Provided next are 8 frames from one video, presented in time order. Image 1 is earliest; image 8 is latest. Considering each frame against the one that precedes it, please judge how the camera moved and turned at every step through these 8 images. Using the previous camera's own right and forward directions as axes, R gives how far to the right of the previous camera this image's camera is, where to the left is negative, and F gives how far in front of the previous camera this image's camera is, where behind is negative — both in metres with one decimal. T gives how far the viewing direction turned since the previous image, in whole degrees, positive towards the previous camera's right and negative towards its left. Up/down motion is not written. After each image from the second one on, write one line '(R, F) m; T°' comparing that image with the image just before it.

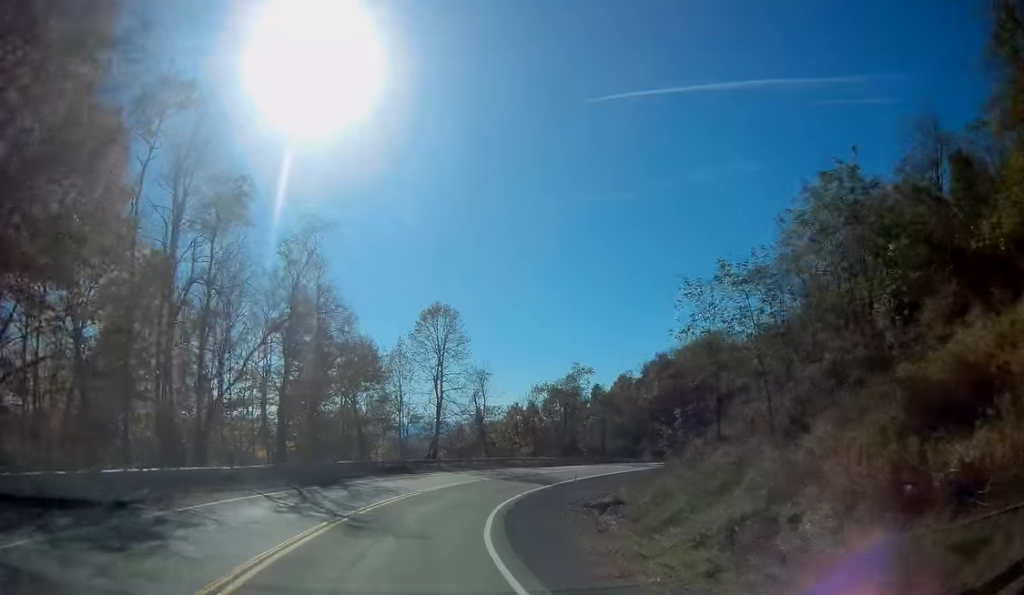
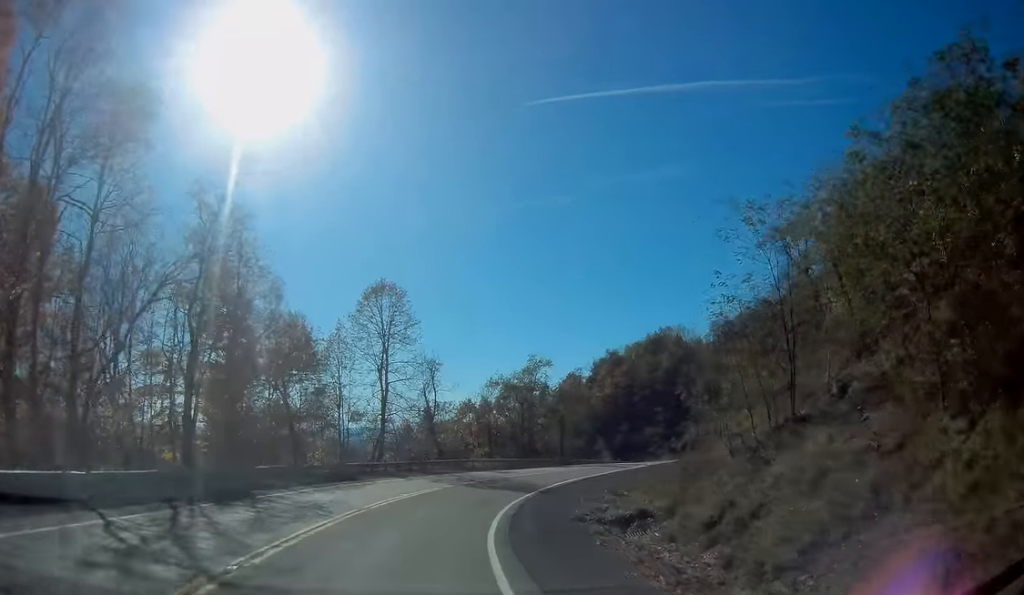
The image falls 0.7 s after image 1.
(+0.6, +10.3) m; +5°
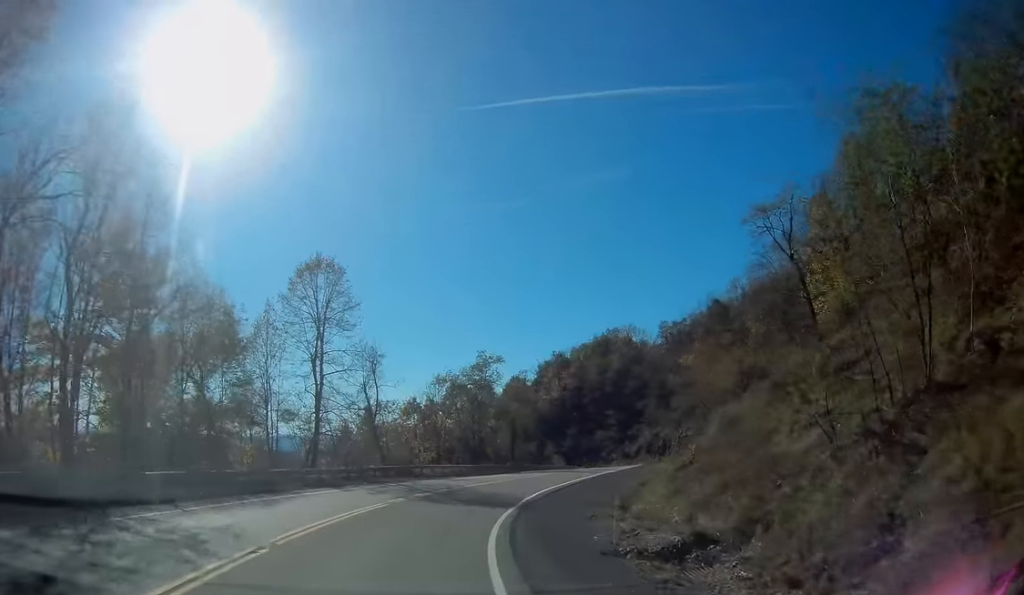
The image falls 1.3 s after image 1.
(+0.4, +8.8) m; +6°
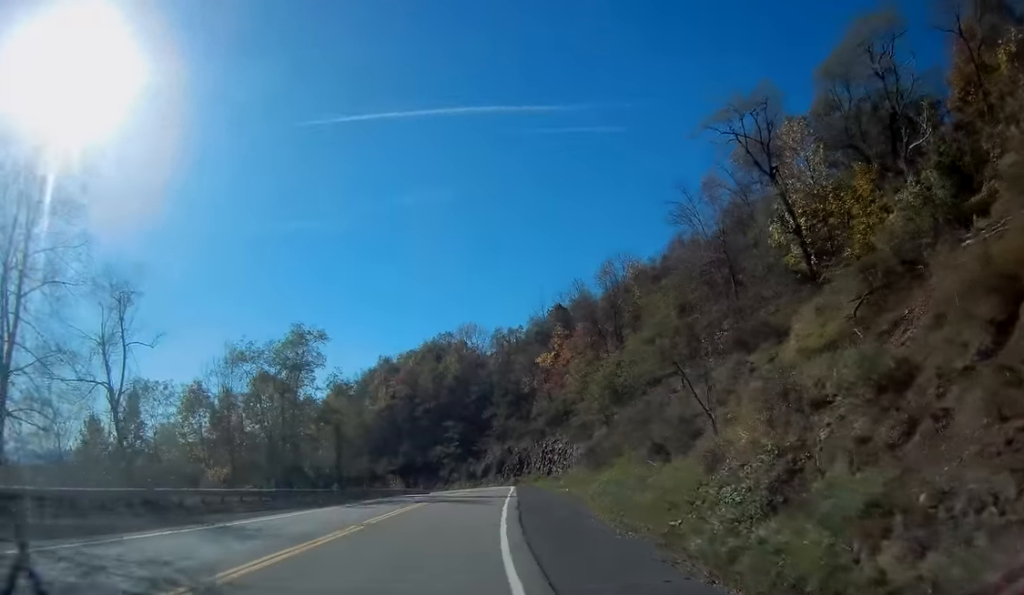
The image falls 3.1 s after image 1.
(+4.7, +26.8) m; +19°
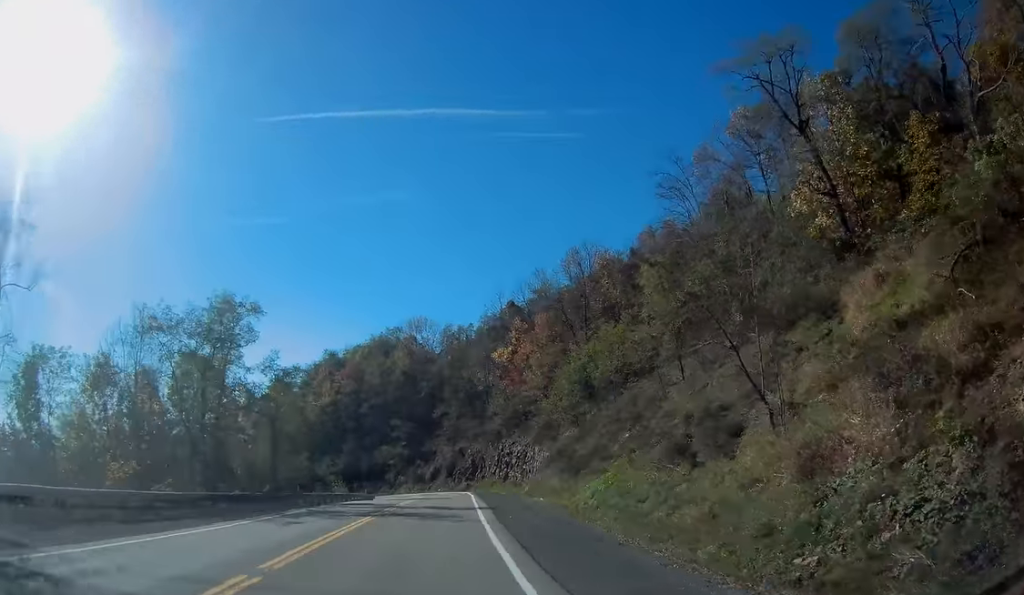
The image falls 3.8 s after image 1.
(+0.5, +10.0) m; +4°
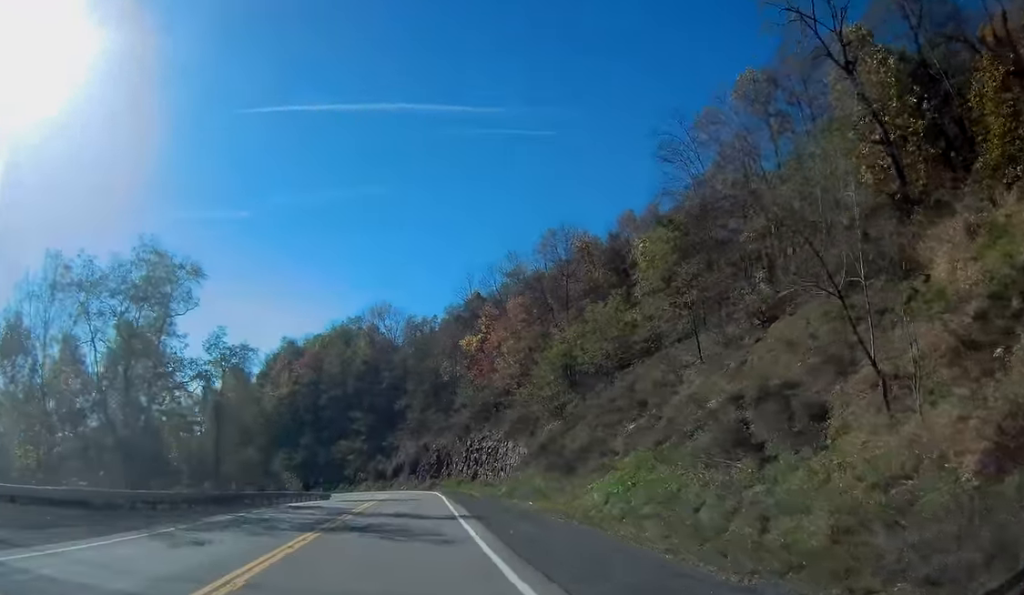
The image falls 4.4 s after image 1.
(+0.2, +8.3) m; +2°
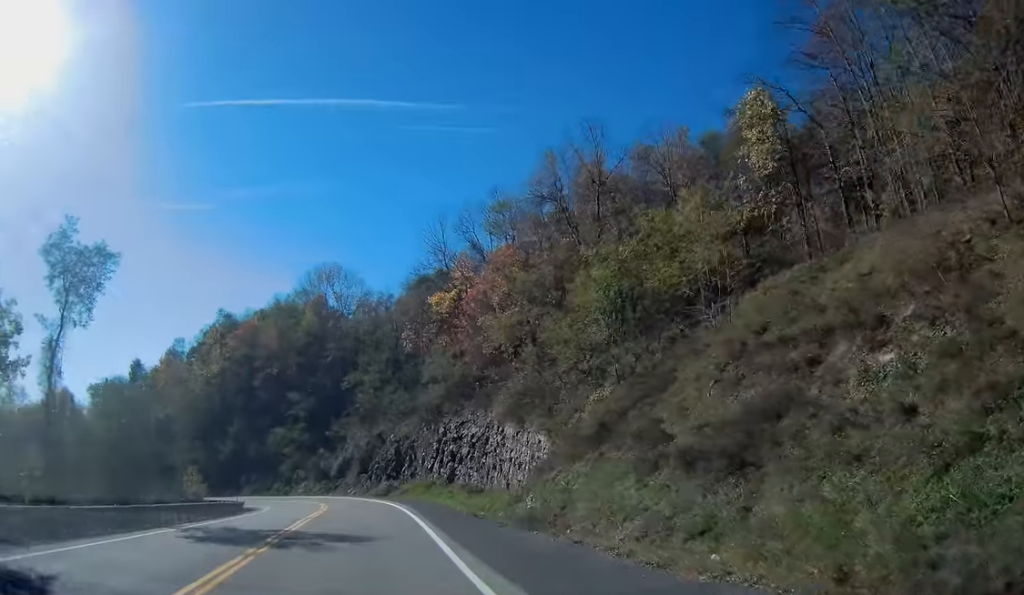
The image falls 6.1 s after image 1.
(+1.3, +25.1) m; +4°
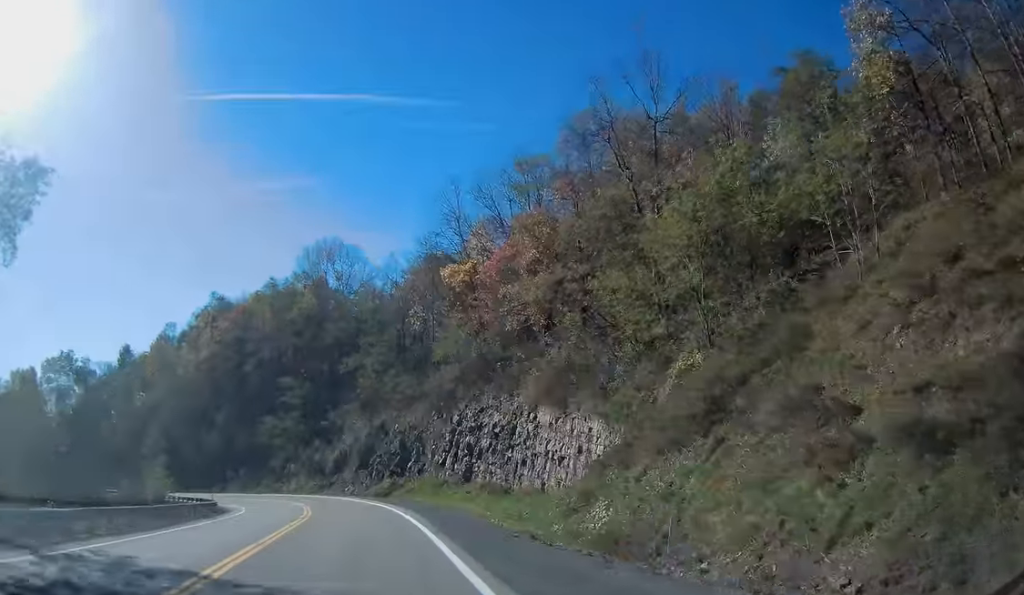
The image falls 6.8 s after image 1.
(-0.2, +10.0) m; 0°
